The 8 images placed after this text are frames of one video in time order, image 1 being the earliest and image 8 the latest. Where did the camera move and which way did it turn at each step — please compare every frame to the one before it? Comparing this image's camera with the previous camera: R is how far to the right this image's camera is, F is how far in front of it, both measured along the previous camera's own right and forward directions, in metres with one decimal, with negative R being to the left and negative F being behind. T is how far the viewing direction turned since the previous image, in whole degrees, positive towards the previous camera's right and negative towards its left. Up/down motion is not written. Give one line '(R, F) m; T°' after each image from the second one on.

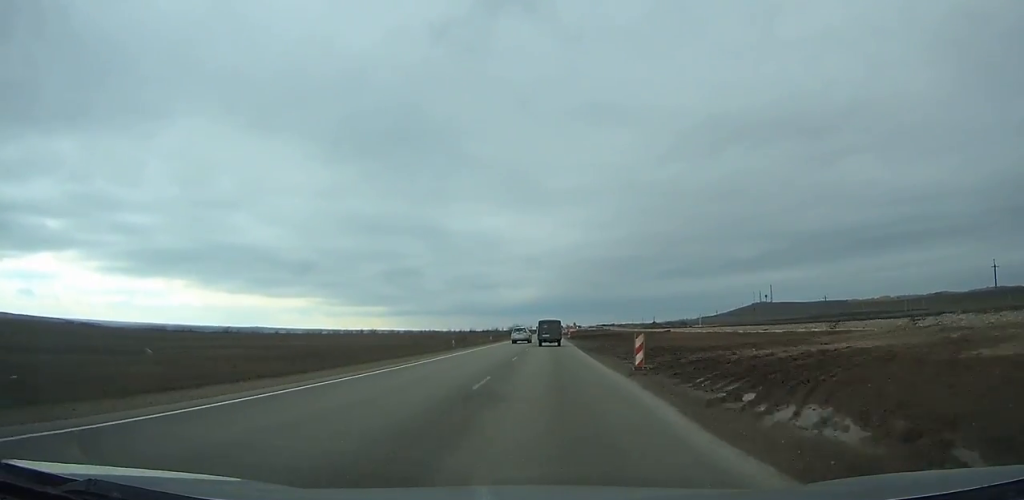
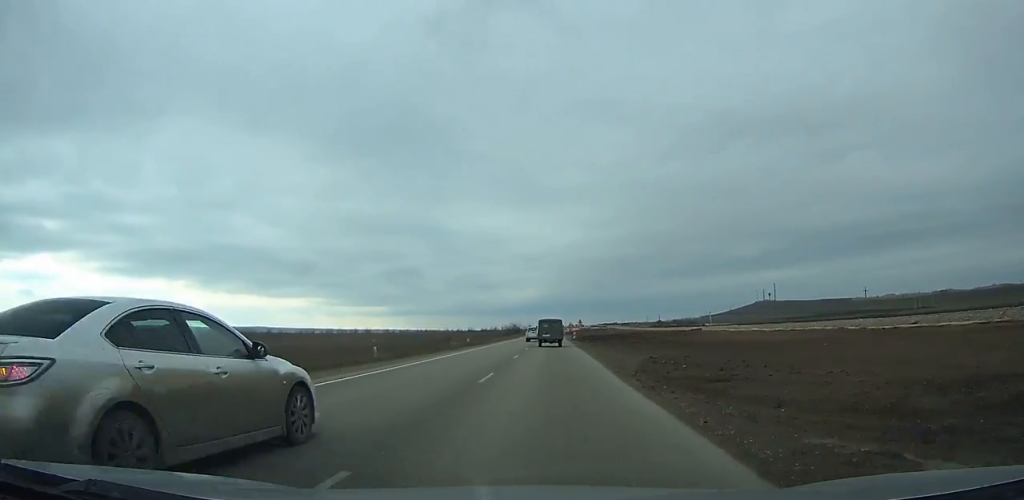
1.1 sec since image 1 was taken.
(0.0, +22.2) m; 0°
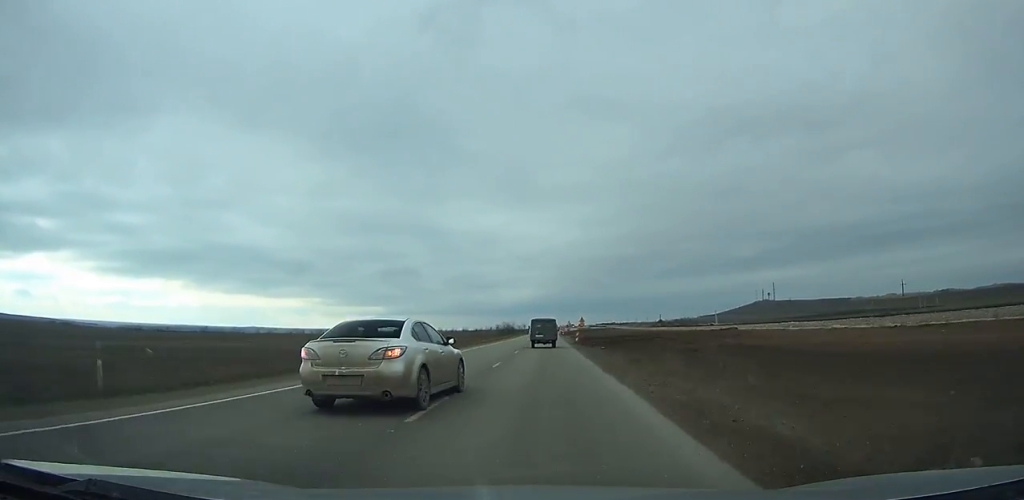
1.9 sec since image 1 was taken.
(0.0, +17.7) m; 0°
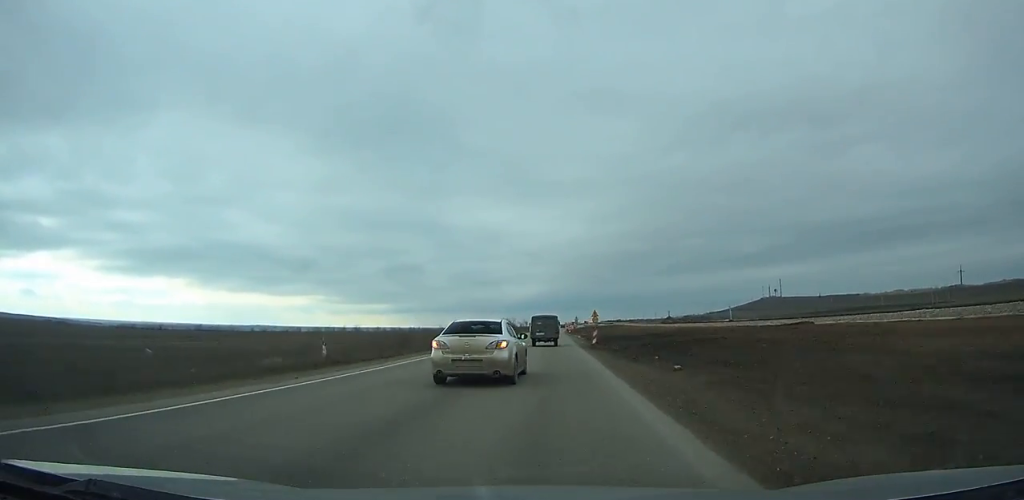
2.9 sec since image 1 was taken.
(+0.1, +19.0) m; 0°
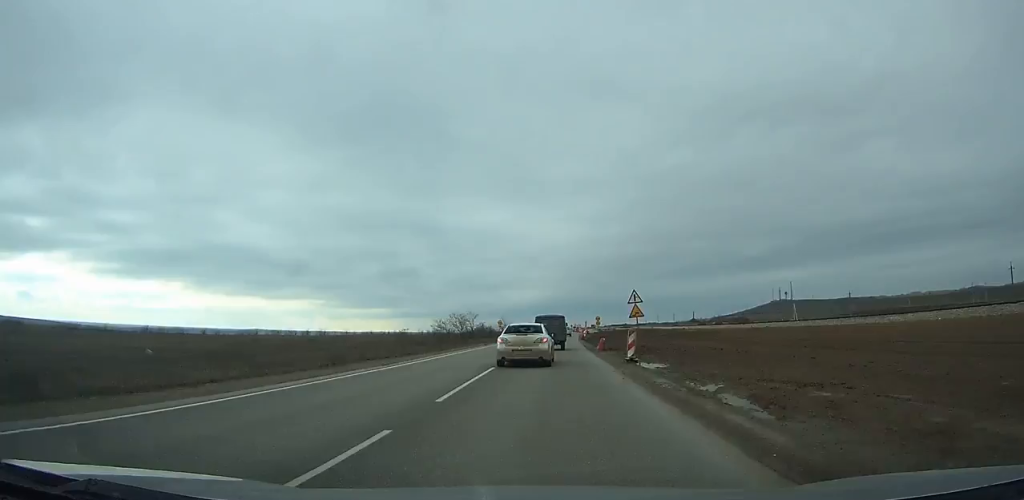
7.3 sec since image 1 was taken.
(-0.7, +85.9) m; 0°
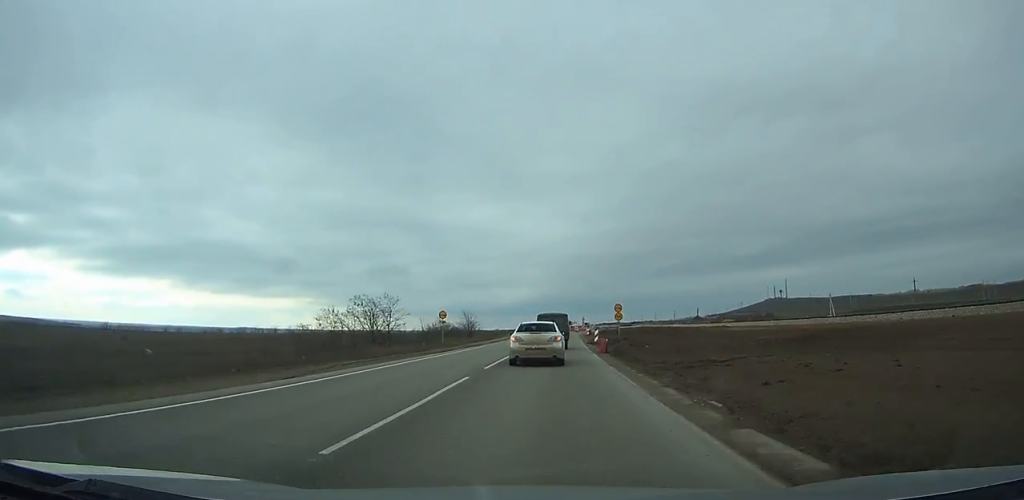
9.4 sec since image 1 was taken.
(+0.4, +39.0) m; +1°
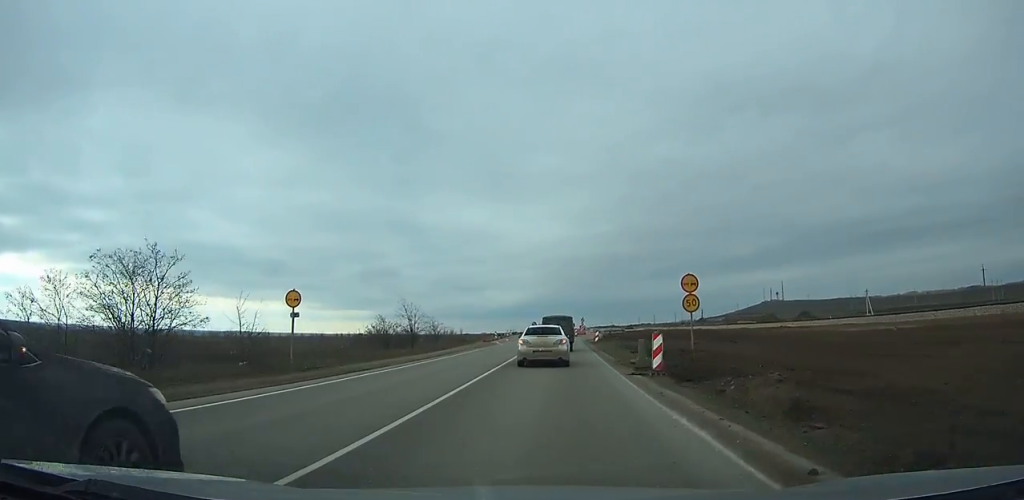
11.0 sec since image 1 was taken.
(+0.1, +27.7) m; 0°
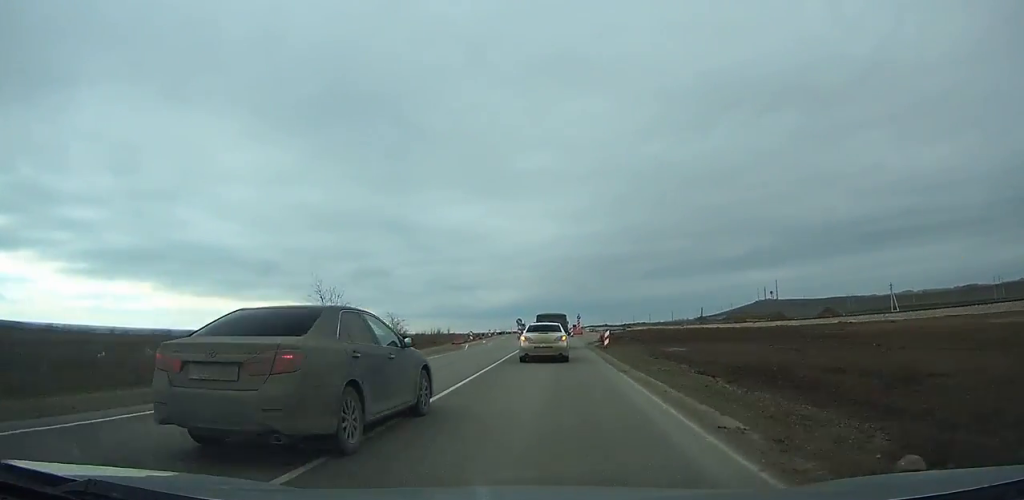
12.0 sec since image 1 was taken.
(+0.1, +16.2) m; 0°
